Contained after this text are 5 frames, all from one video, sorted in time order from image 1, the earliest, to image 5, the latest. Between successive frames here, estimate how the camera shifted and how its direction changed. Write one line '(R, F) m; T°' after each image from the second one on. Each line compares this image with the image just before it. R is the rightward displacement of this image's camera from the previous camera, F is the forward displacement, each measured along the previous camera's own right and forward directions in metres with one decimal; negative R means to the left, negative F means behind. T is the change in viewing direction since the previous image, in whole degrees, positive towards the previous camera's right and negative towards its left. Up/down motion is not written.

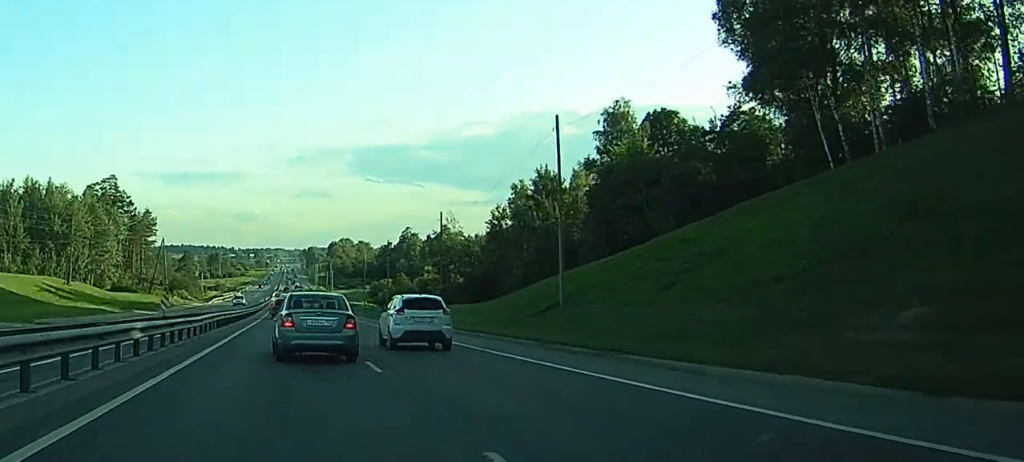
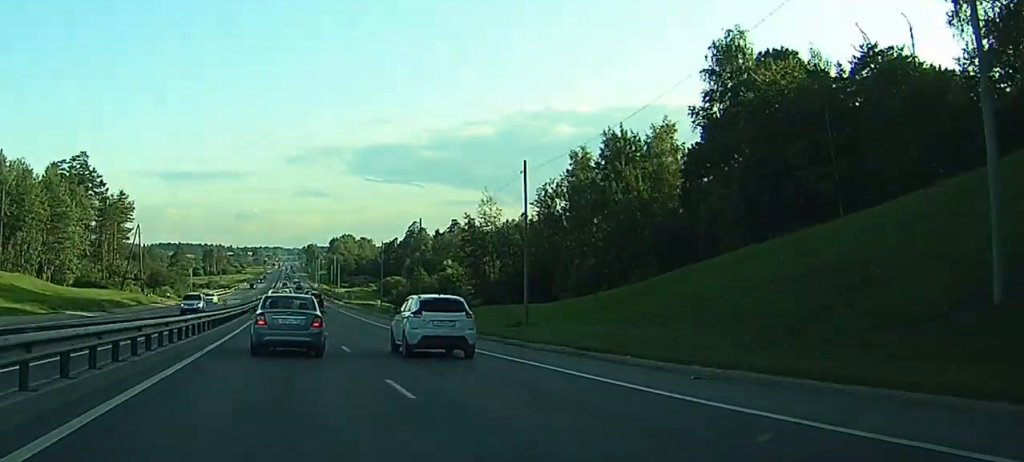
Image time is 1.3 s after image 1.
(0.0, +32.0) m; 0°
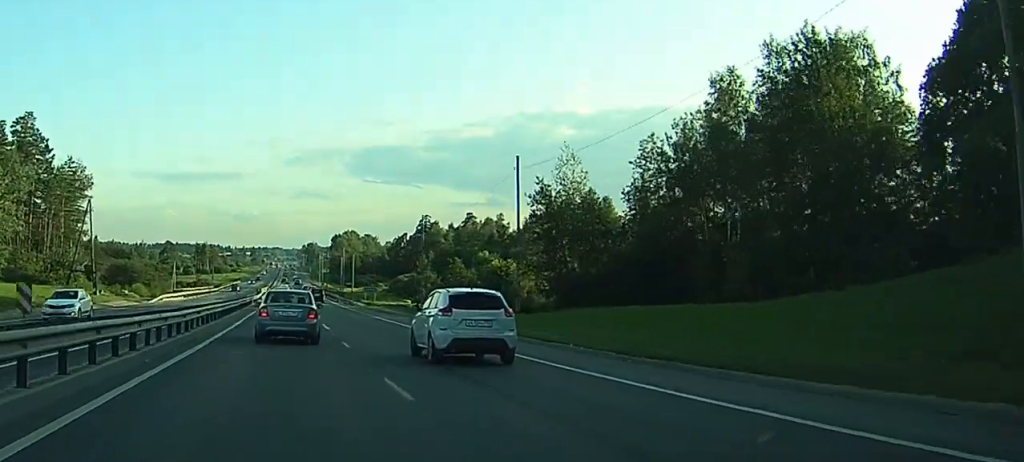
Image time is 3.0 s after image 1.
(0.0, +37.7) m; 0°
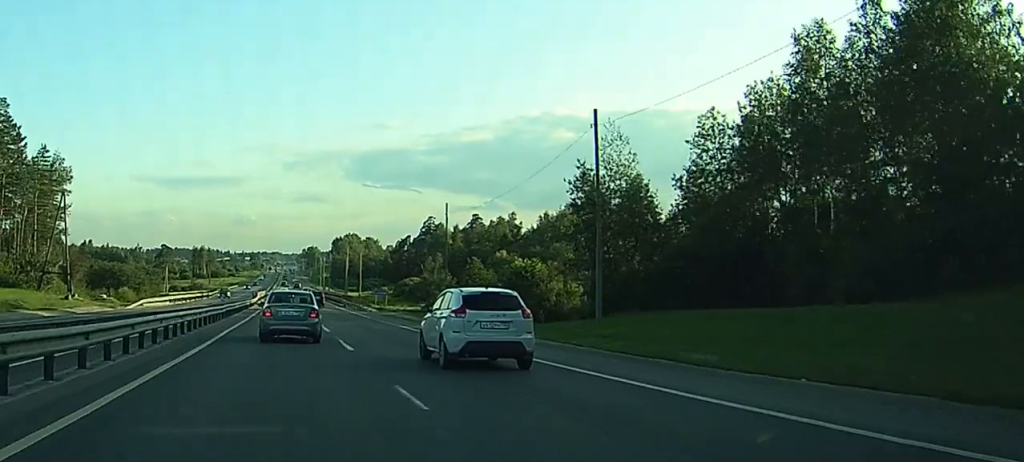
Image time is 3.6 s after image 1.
(0.0, +12.2) m; 0°
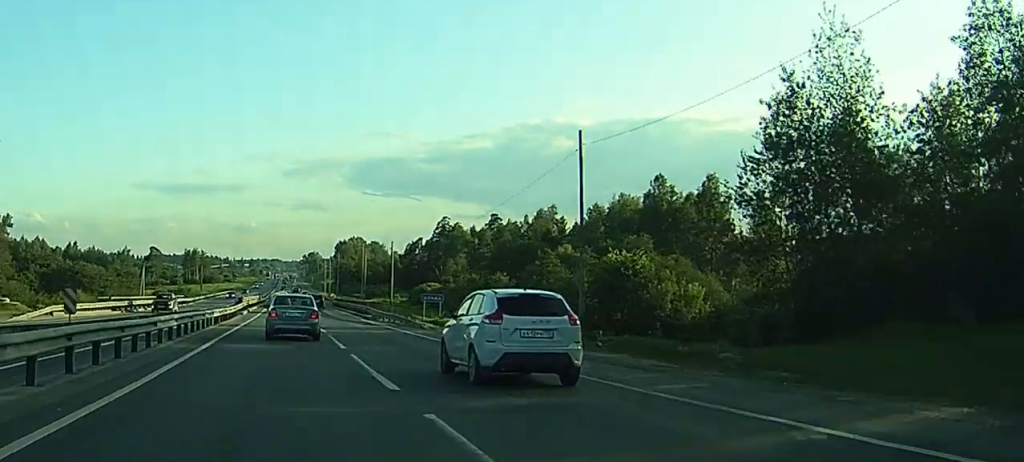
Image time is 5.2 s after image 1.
(+0.1, +26.6) m; 0°
